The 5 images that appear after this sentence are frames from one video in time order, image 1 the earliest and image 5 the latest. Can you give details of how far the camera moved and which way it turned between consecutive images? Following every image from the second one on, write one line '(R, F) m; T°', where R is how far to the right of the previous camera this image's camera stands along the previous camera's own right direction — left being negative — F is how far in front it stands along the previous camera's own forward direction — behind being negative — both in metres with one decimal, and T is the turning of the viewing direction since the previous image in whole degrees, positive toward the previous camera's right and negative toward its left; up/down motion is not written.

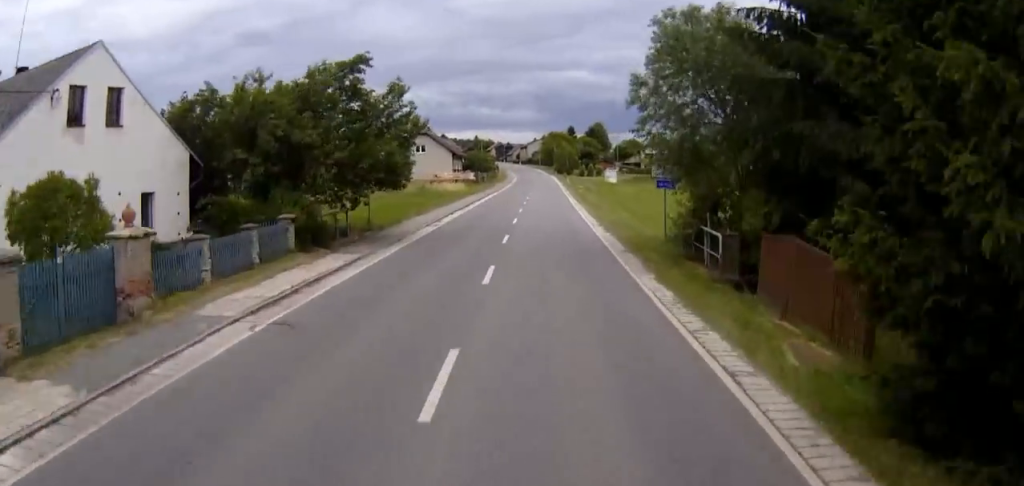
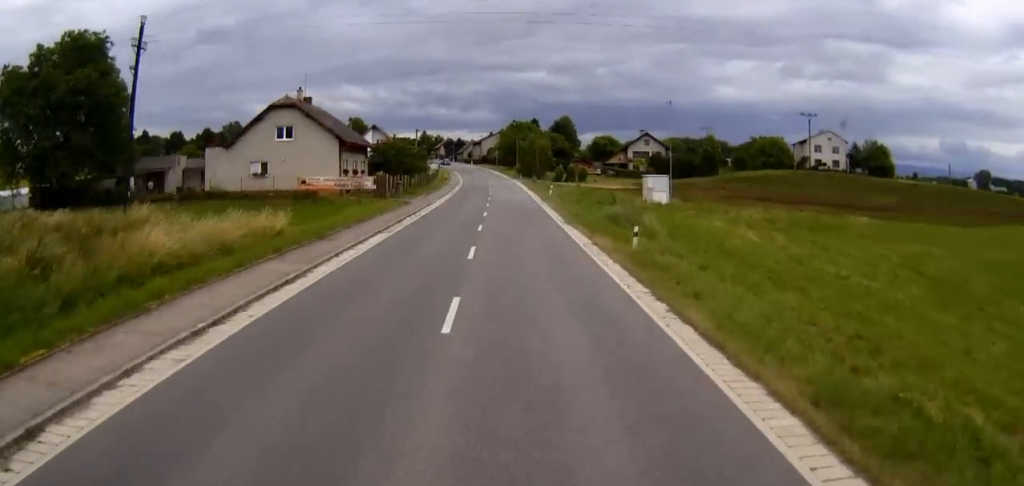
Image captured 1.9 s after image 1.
(+0.9, +49.3) m; +2°
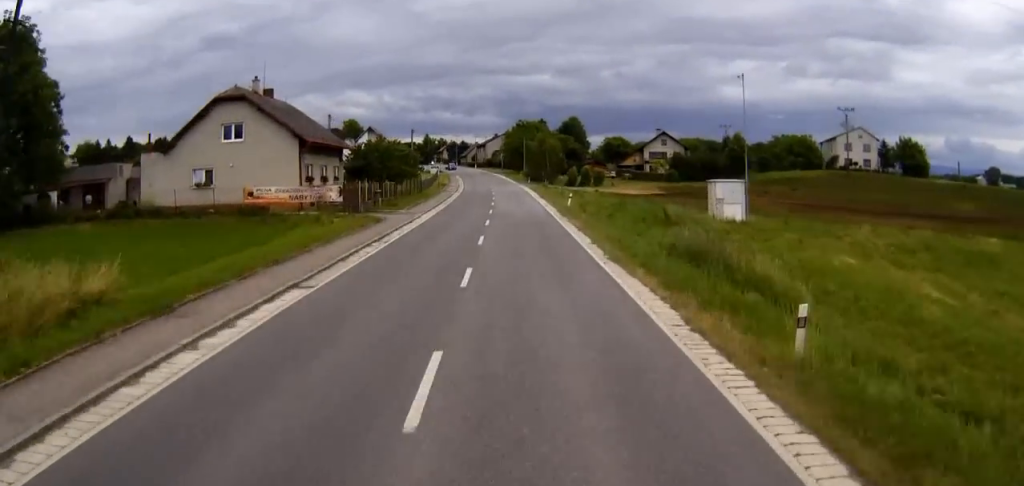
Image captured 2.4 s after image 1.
(0.0, +12.8) m; 0°
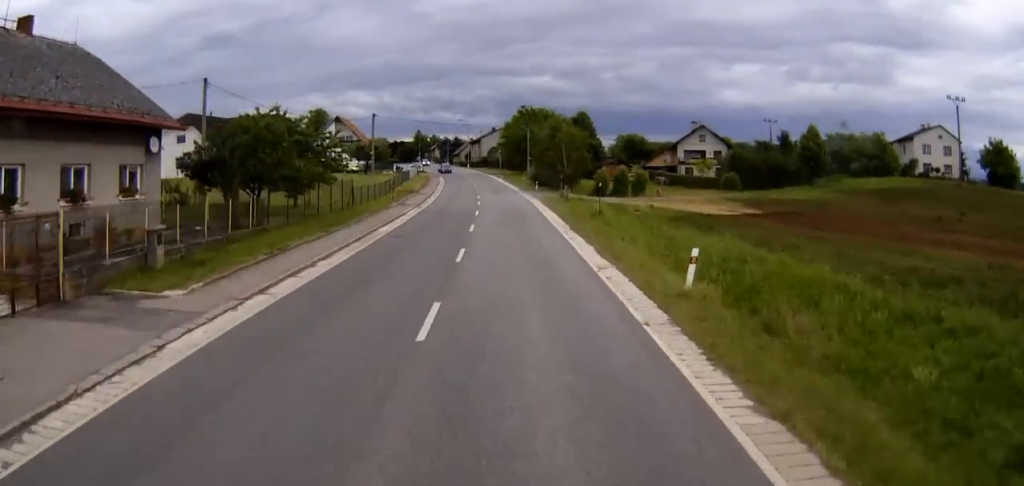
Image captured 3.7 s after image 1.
(+0.1, +31.6) m; 0°
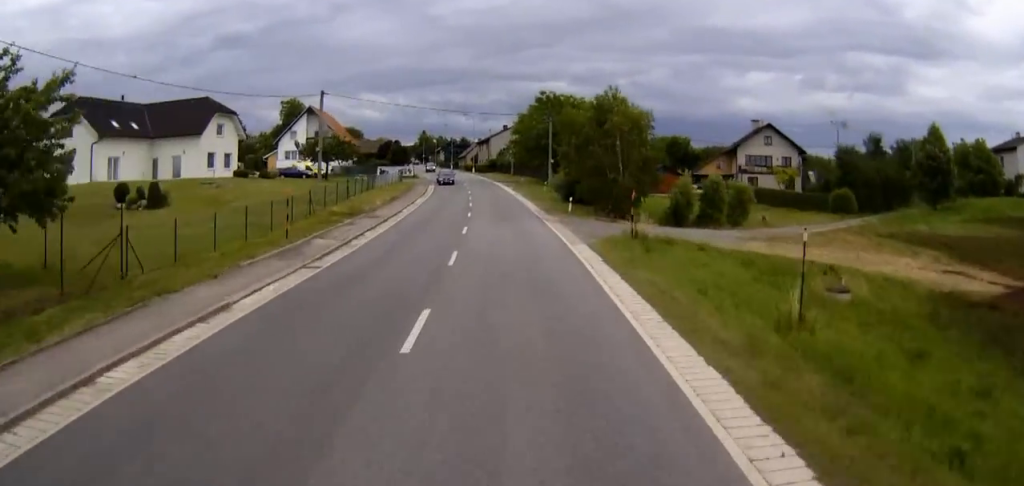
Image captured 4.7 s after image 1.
(-0.2, +27.1) m; -1°
